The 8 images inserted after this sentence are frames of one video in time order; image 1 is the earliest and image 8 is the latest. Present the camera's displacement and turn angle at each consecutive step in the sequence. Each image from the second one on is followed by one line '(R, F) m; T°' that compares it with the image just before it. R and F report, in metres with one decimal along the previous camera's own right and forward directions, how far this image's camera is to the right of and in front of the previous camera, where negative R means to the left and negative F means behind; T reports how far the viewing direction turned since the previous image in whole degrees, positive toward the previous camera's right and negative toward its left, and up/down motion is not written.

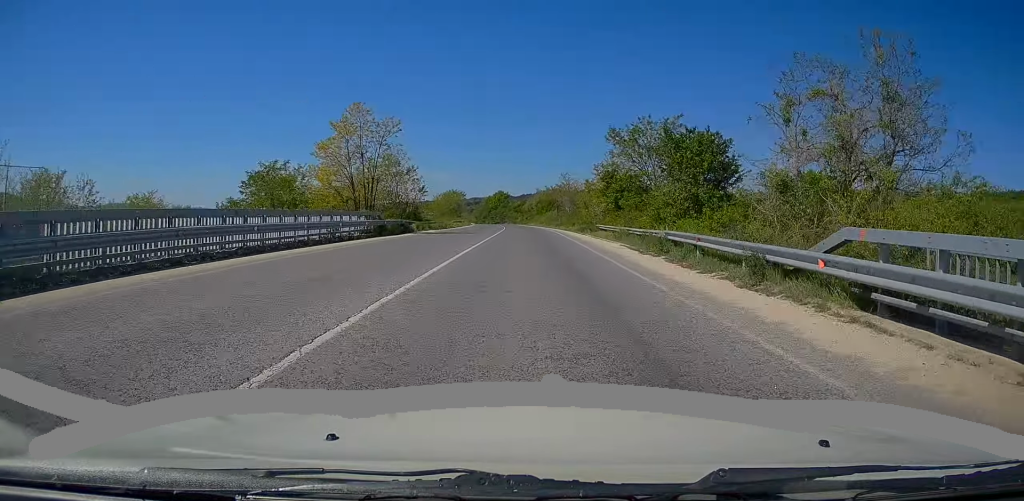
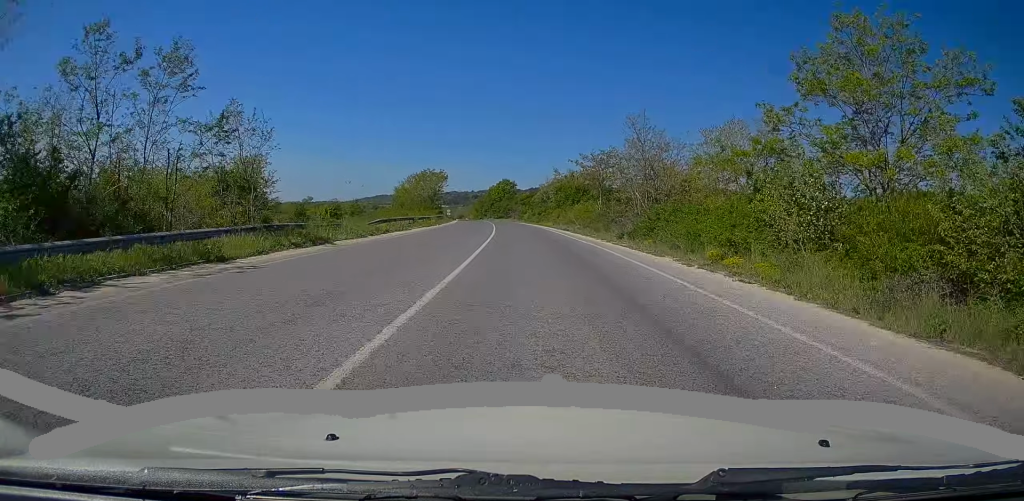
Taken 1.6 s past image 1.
(+0.8, +42.8) m; 0°
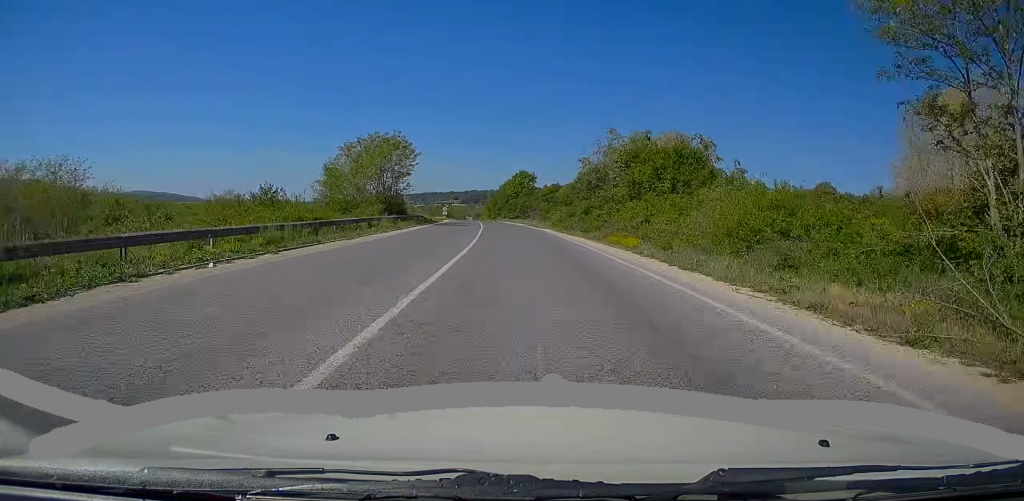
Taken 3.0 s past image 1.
(-1.1, +39.2) m; -2°
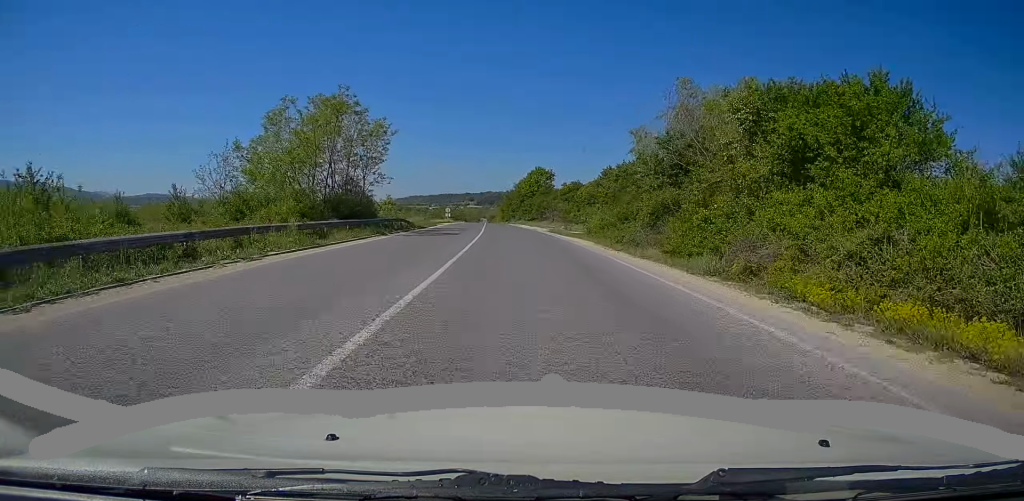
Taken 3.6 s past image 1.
(+0.1, +16.5) m; -1°
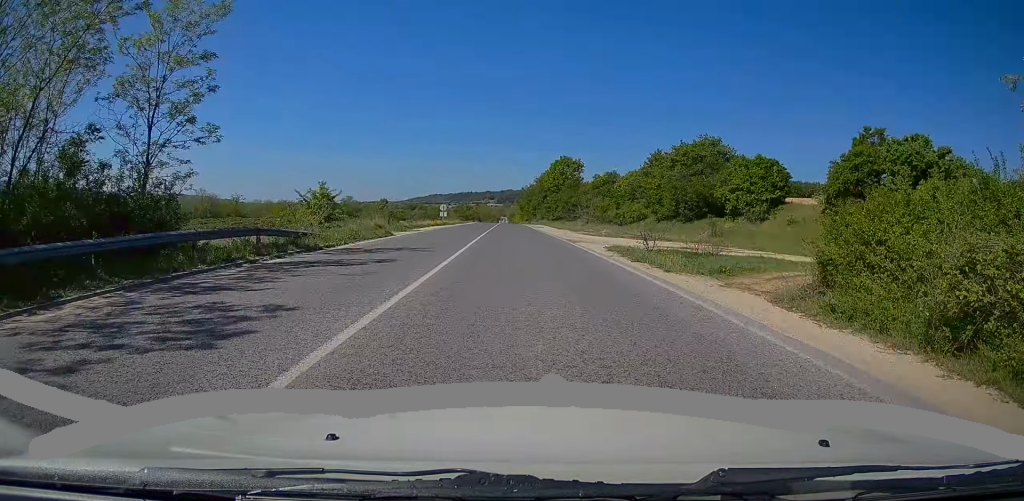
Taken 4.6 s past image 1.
(-0.5, +26.0) m; -2°
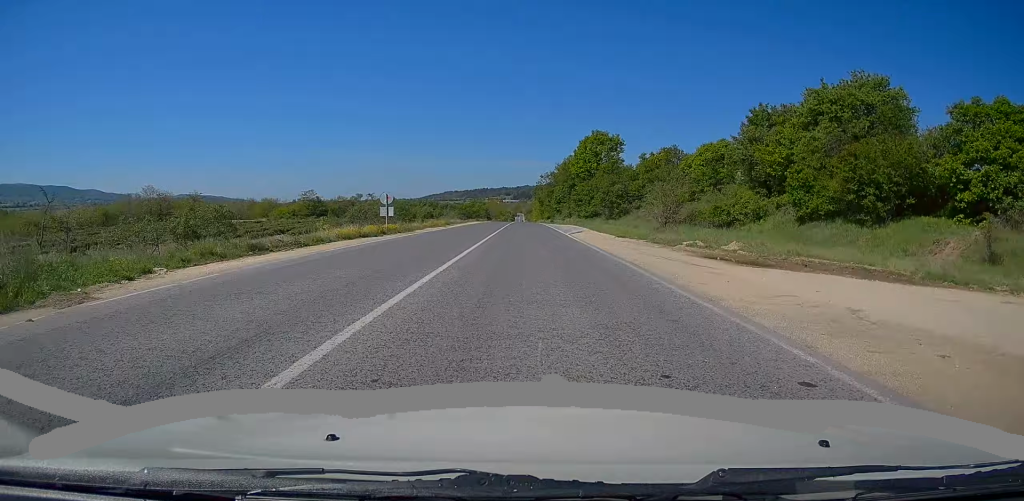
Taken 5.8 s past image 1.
(-0.8, +34.2) m; -2°
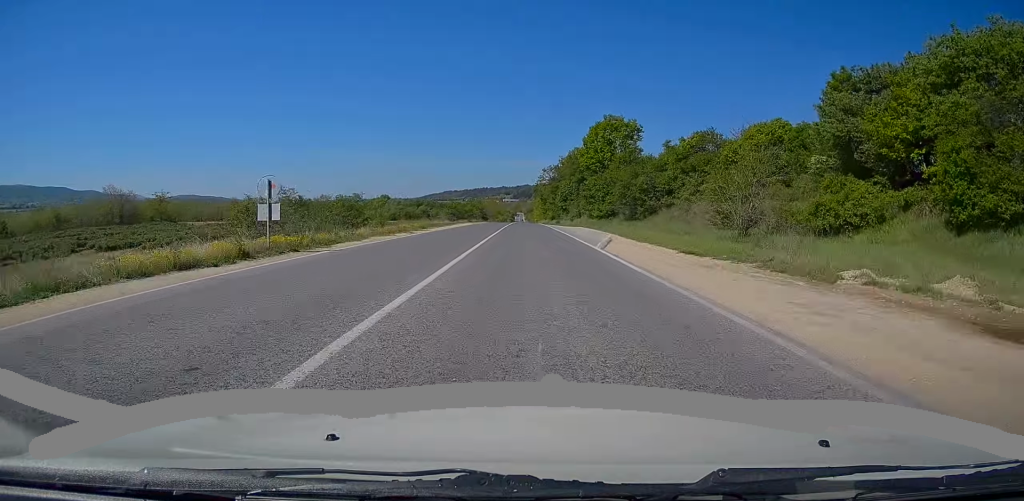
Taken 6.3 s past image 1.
(-0.1, +15.5) m; 0°
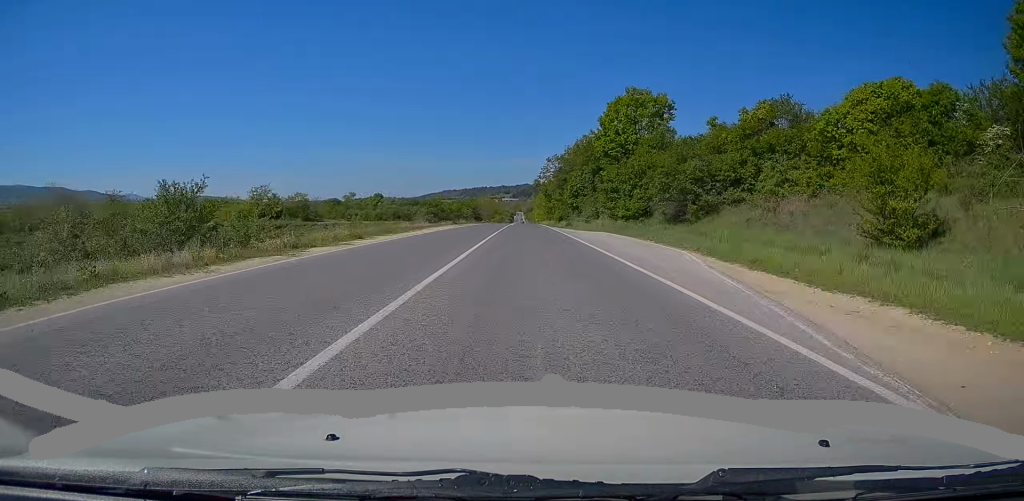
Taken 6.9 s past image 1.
(-0.1, +18.5) m; 0°
